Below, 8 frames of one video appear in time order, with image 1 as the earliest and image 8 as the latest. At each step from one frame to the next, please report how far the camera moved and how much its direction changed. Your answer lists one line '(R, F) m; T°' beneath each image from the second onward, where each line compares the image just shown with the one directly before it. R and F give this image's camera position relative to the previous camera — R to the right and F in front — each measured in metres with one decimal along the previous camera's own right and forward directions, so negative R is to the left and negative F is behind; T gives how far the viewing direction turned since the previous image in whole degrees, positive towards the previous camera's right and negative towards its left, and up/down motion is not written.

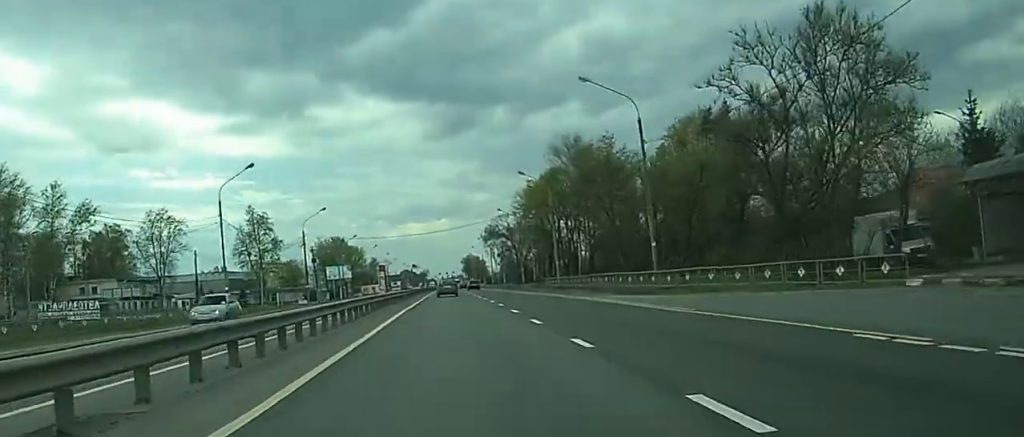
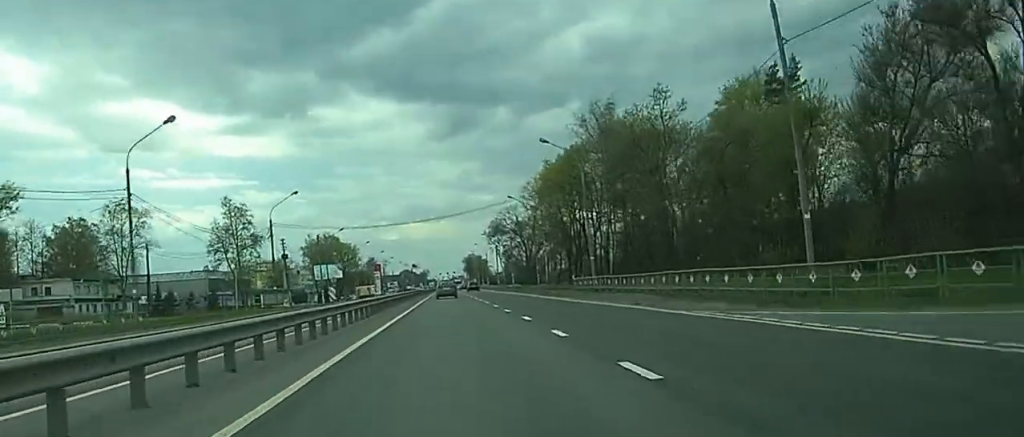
(+0.2, +20.3) m; +1°
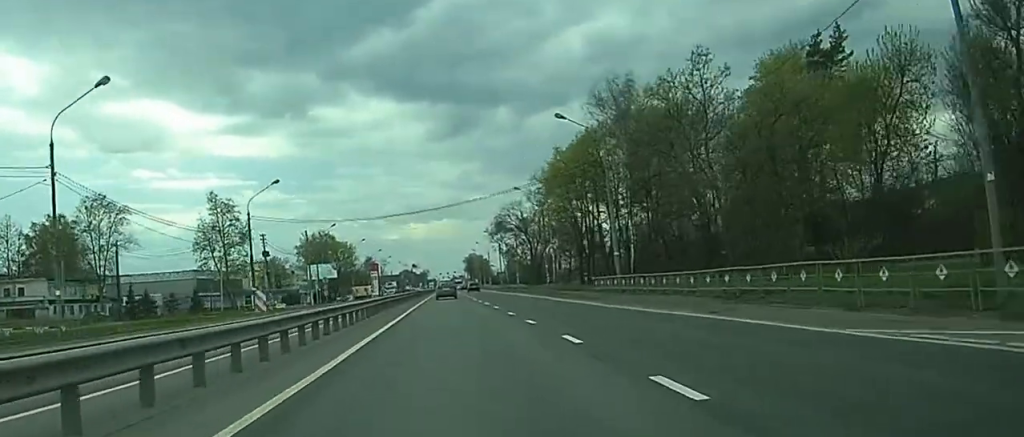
(+0.1, +9.7) m; 0°
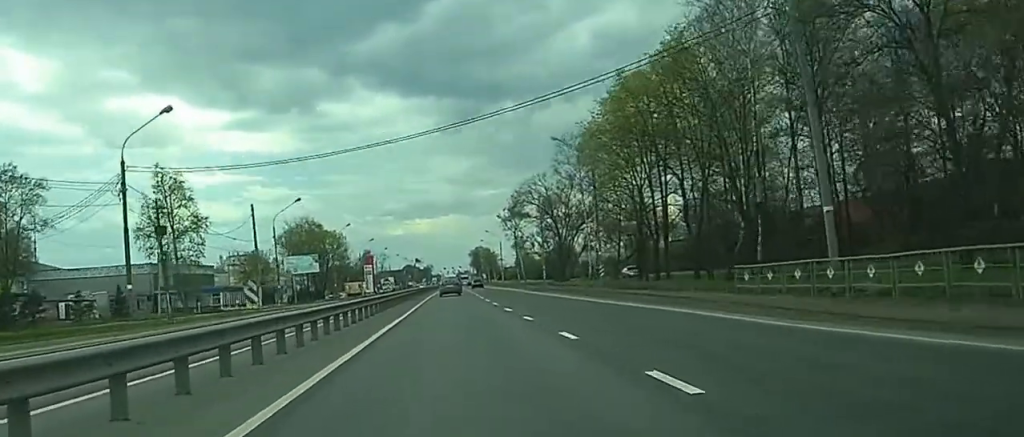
(-0.3, +30.9) m; -1°
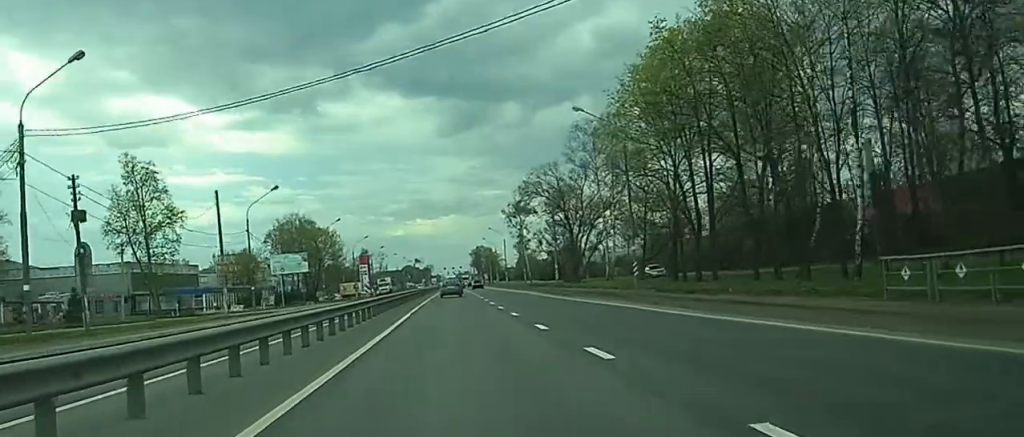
(0.0, +11.5) m; 0°
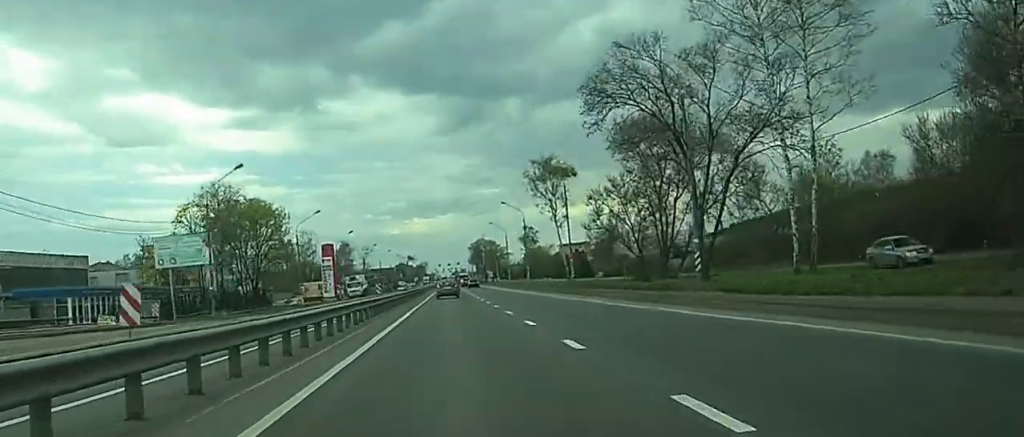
(-0.1, +50.3) m; +1°
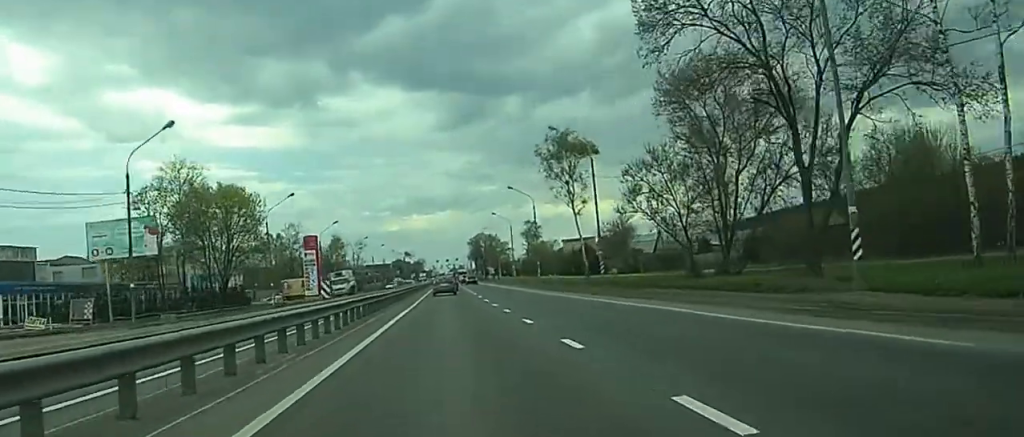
(+0.1, +14.3) m; 0°
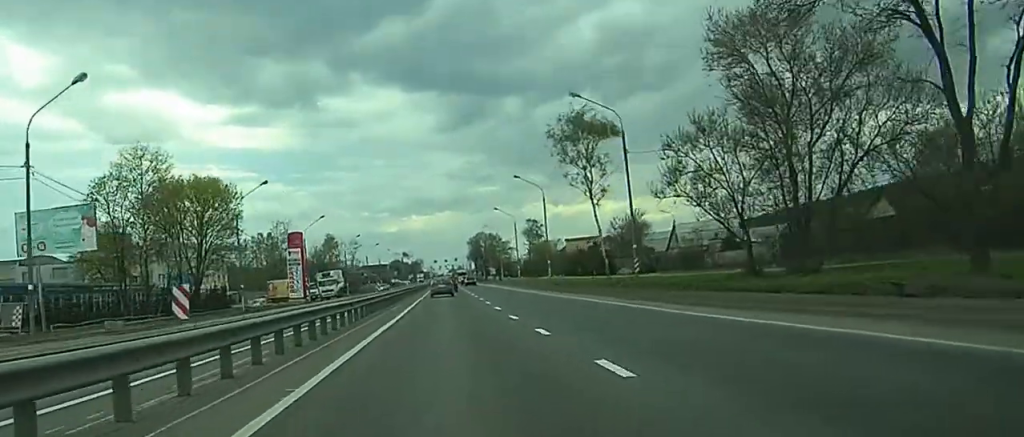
(-0.1, +10.9) m; -1°
